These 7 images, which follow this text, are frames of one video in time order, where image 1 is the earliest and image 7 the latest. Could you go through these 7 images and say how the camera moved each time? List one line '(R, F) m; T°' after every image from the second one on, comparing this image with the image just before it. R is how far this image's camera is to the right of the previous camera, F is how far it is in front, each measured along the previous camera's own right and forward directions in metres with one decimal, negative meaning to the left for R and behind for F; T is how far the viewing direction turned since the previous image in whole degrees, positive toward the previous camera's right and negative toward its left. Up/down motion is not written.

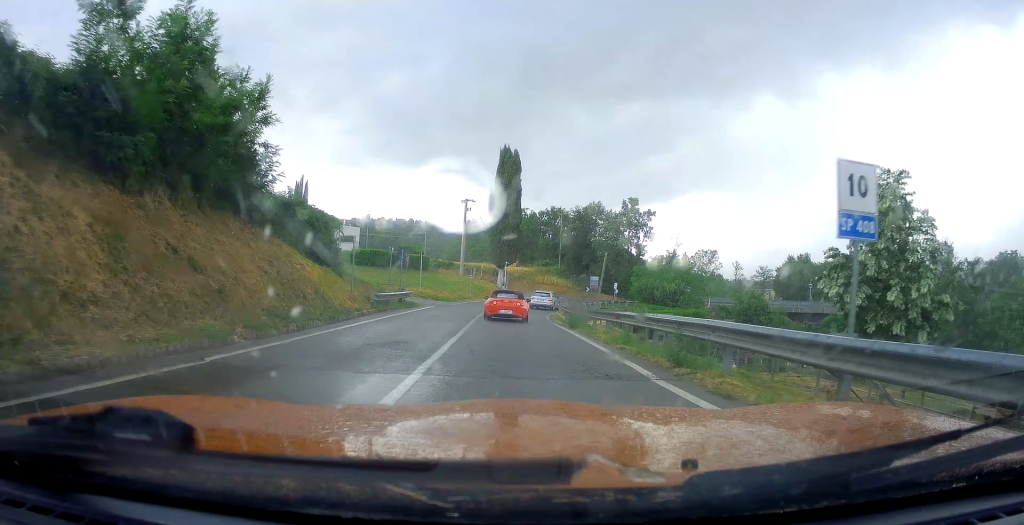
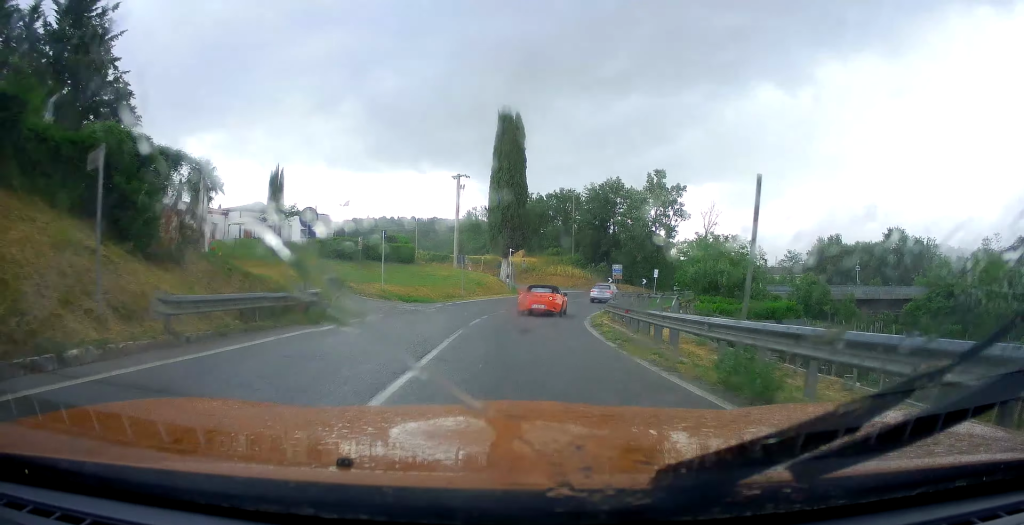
(-1.0, +14.7) m; -2°
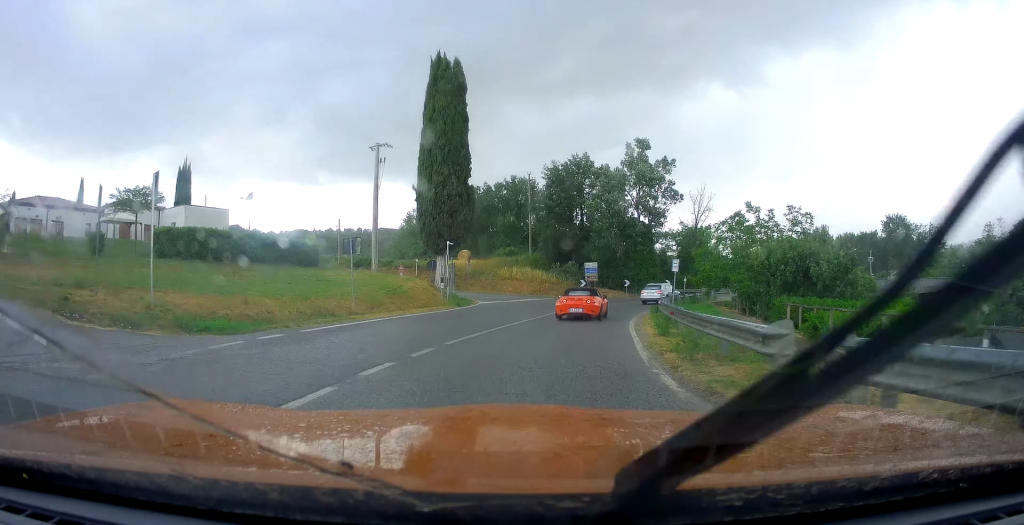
(+0.9, +17.8) m; +7°
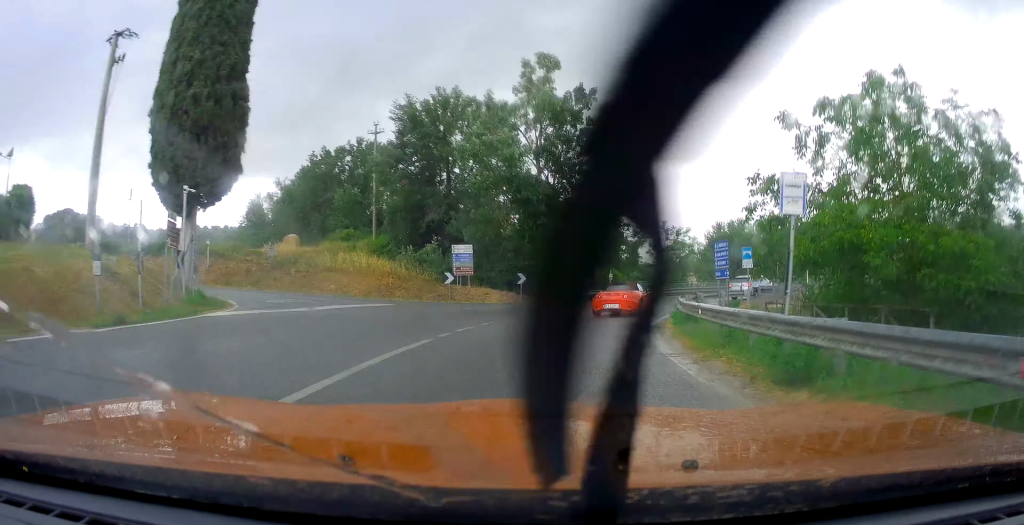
(+1.7, +21.9) m; +10°
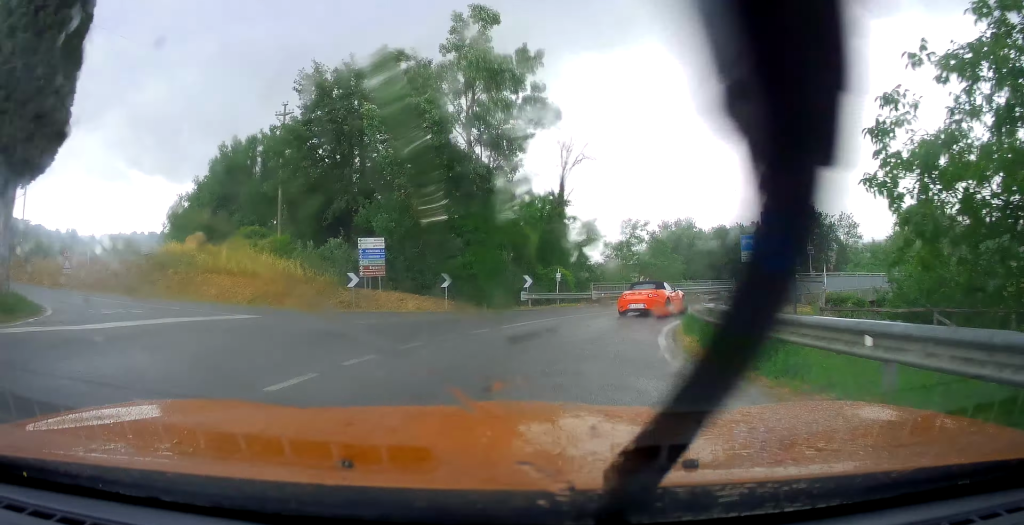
(+0.3, +7.6) m; +7°
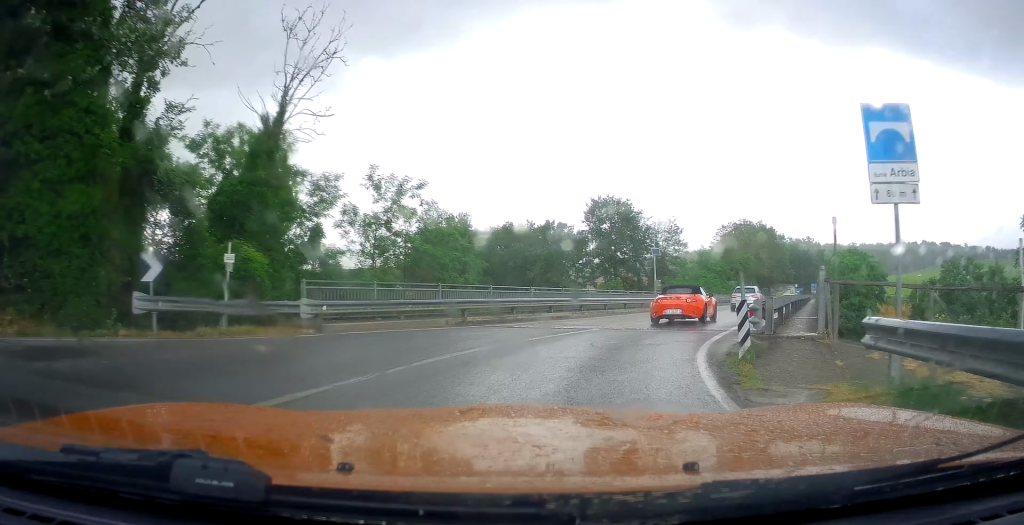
(+4.0, +17.0) m; +34°
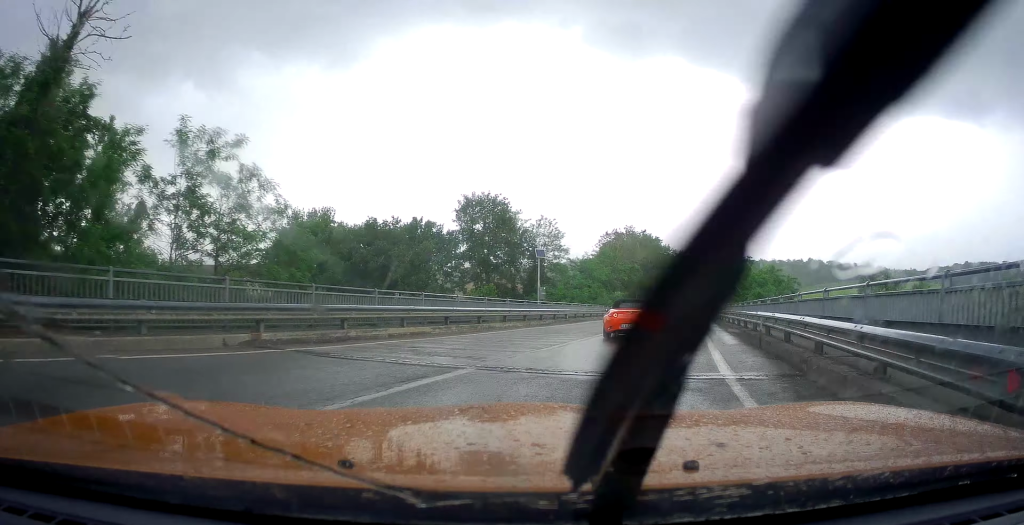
(+1.1, +6.8) m; +12°
